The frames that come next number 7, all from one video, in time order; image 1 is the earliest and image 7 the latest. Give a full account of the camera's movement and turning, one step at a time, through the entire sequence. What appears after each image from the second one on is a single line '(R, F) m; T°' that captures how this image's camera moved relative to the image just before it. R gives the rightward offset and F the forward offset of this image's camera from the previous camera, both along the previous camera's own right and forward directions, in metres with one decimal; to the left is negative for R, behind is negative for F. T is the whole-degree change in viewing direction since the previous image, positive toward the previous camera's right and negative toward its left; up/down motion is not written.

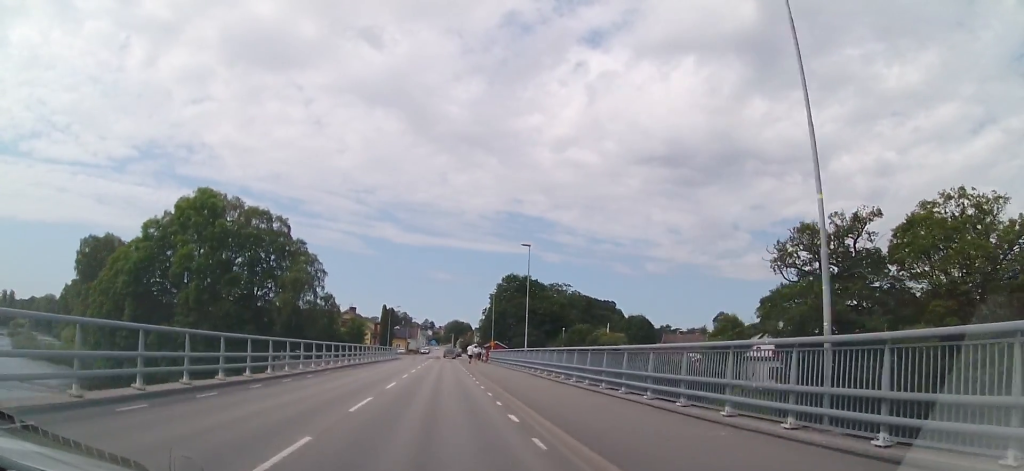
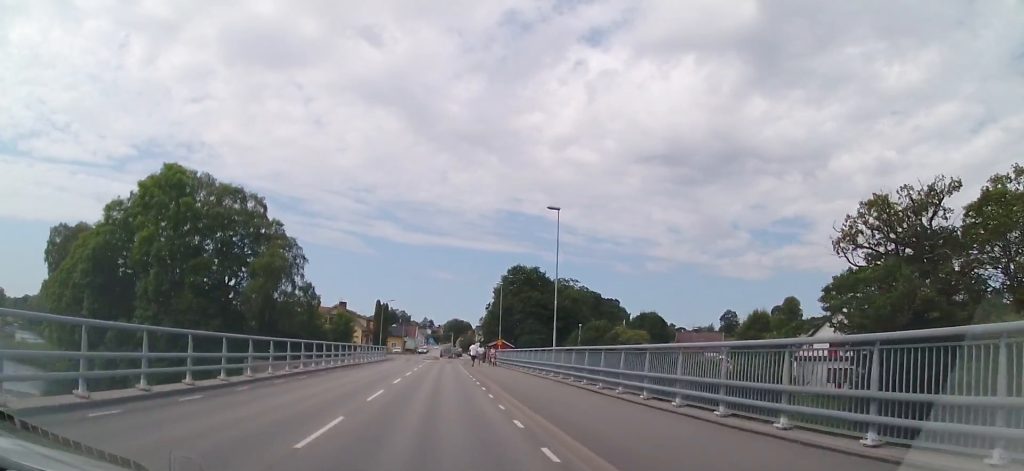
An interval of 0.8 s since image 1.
(-0.3, +9.9) m; -2°
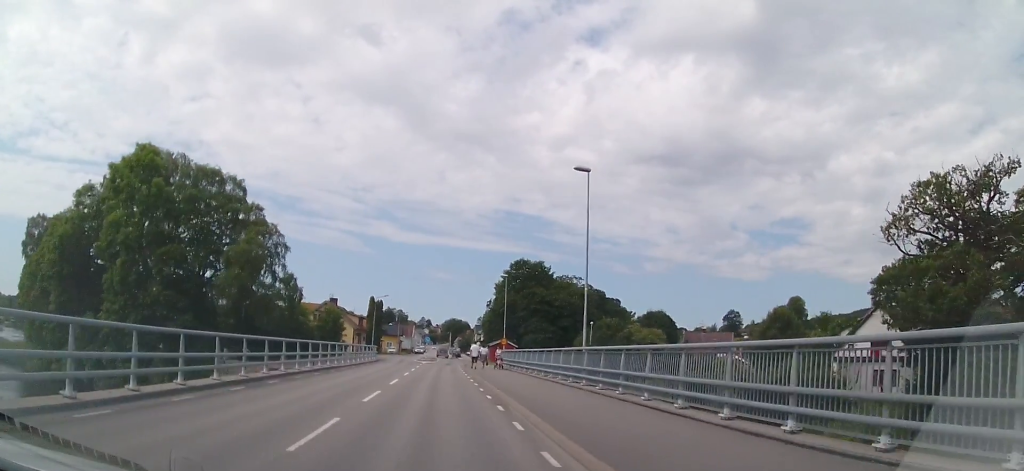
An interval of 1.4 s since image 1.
(0.0, +6.4) m; 0°
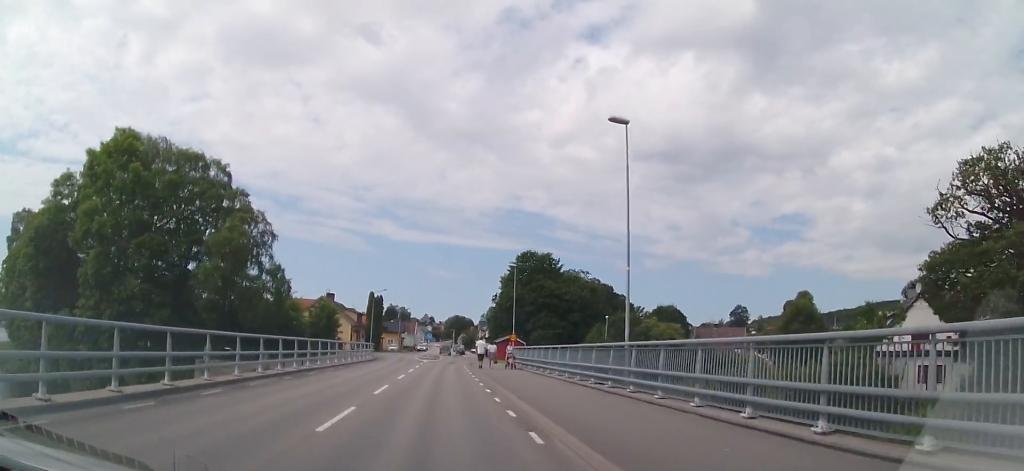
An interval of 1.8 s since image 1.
(0.0, +4.8) m; 0°
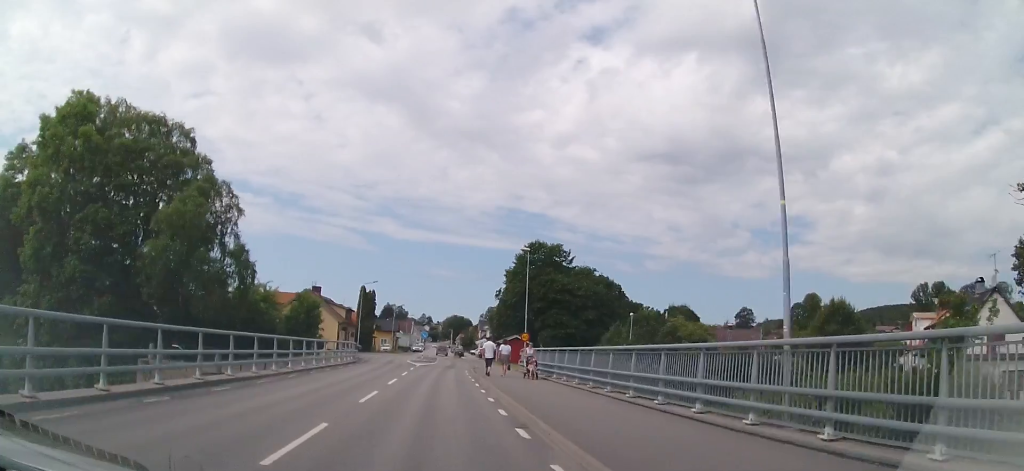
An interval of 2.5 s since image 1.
(0.0, +8.4) m; +2°
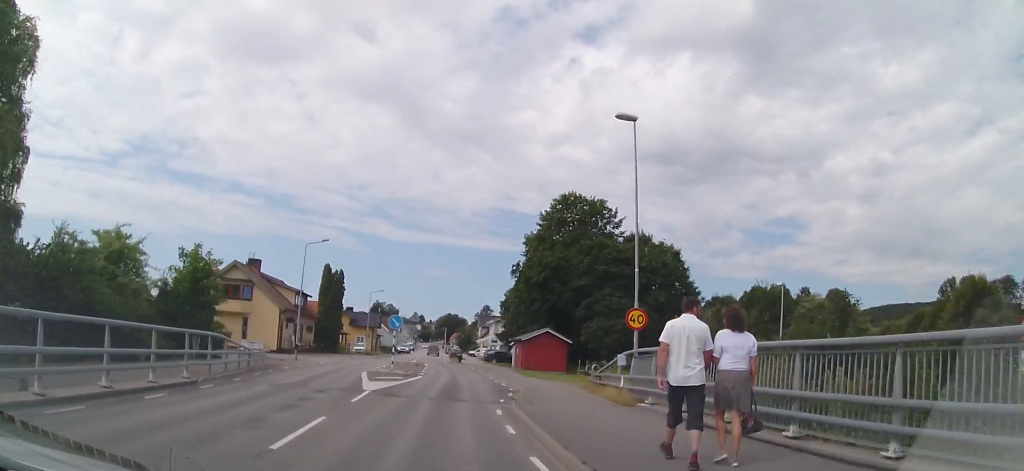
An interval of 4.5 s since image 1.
(+1.0, +23.6) m; +1°
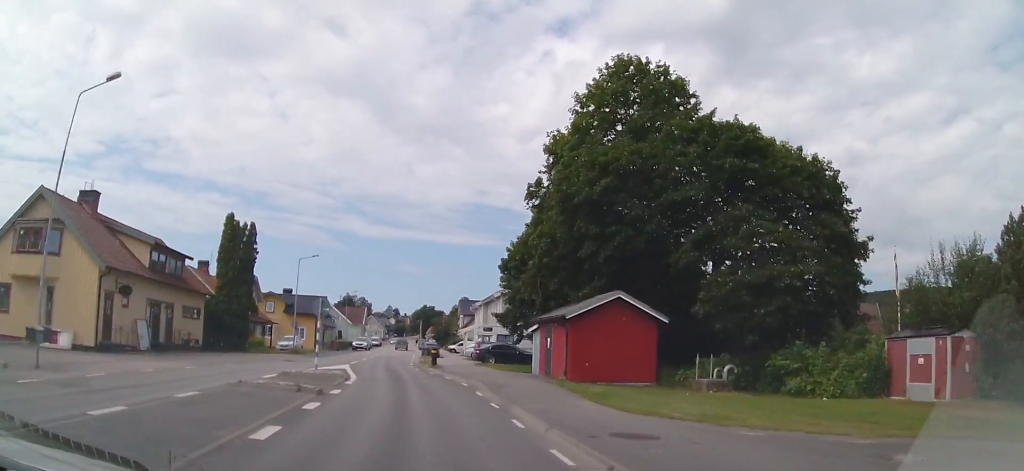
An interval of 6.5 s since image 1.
(+0.7, +24.0) m; +4°
